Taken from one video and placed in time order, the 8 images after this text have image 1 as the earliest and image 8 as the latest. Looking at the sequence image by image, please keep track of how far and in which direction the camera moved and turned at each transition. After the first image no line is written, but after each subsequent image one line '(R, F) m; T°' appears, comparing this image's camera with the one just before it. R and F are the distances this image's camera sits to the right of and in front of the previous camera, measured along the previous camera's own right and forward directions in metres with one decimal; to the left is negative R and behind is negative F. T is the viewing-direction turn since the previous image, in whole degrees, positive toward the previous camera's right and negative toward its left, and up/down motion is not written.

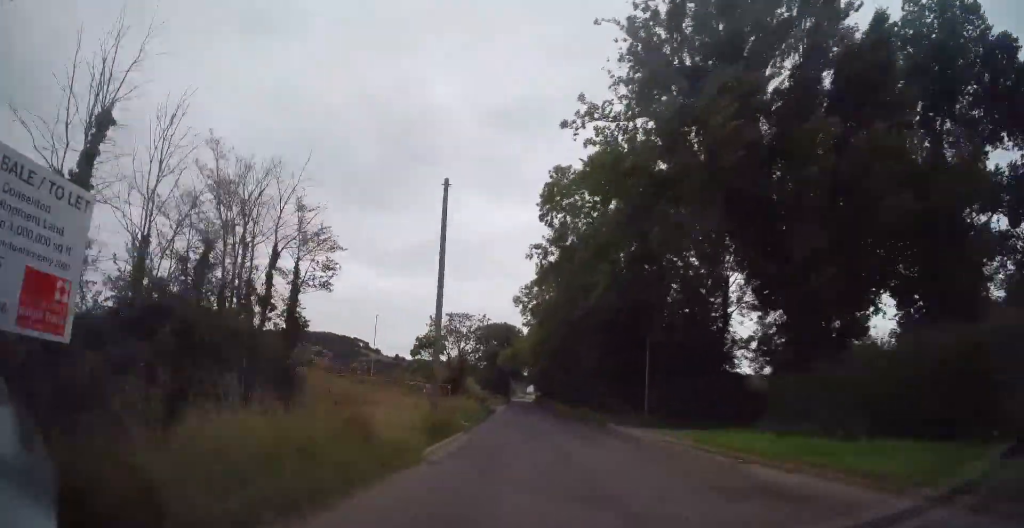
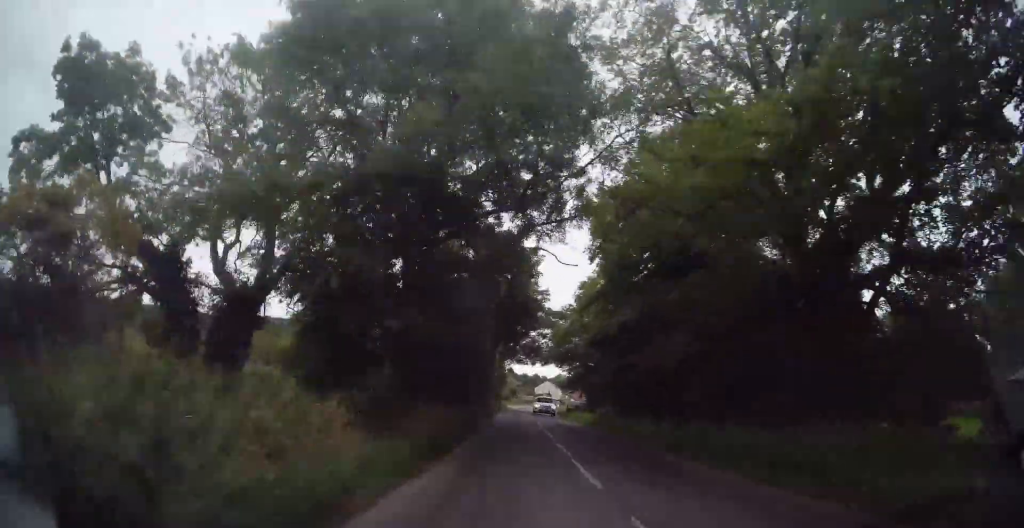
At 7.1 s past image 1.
(-0.5, +80.8) m; 0°
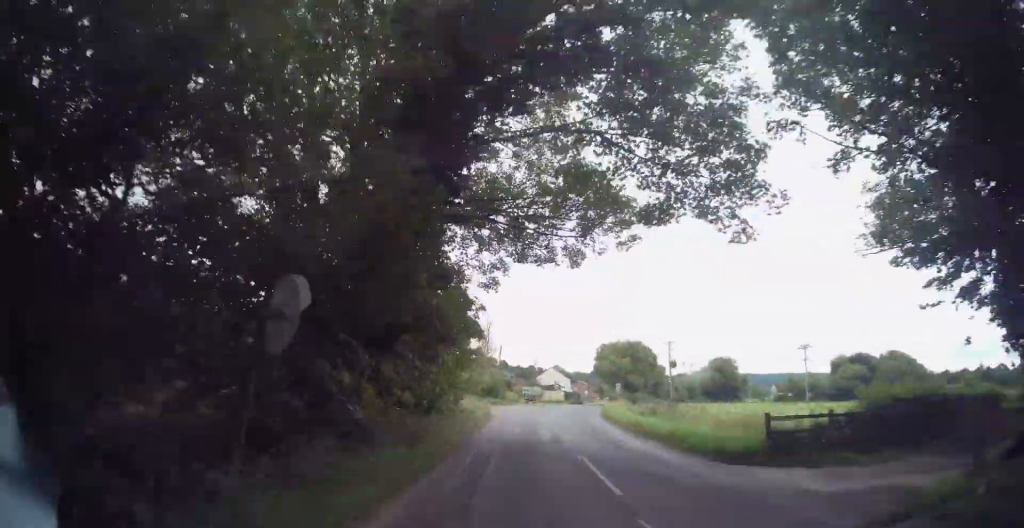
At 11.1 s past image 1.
(+0.2, +46.4) m; +3°
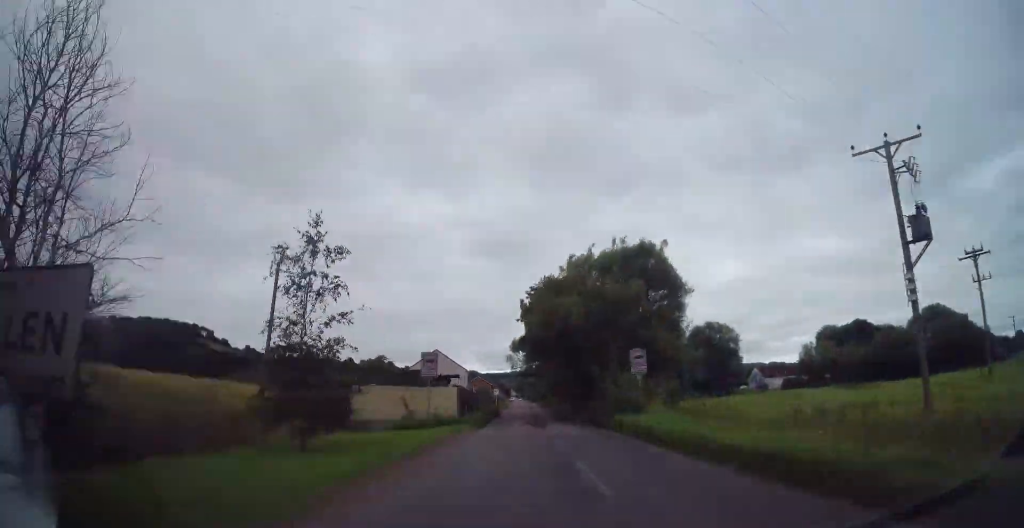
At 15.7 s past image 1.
(+4.5, +53.2) m; +7°
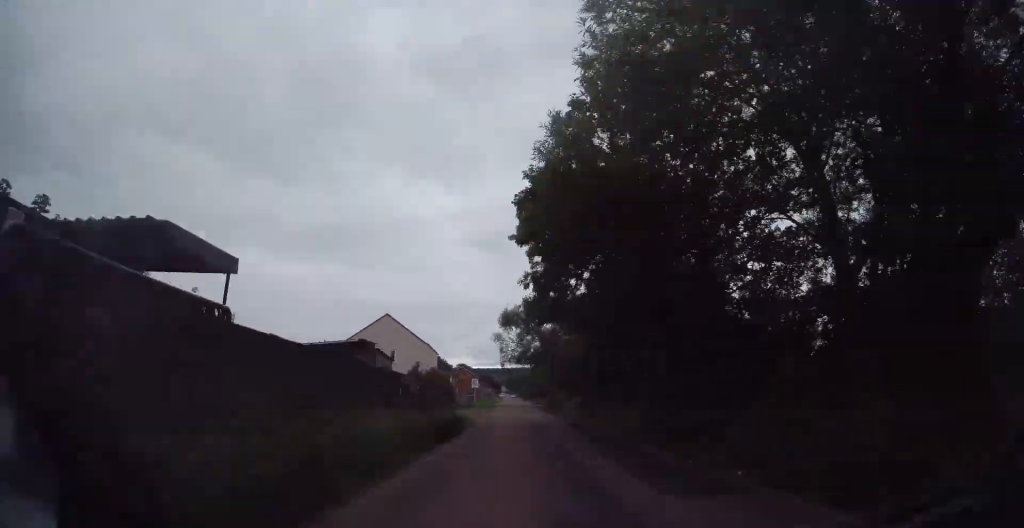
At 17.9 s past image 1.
(+0.6, +25.2) m; +1°
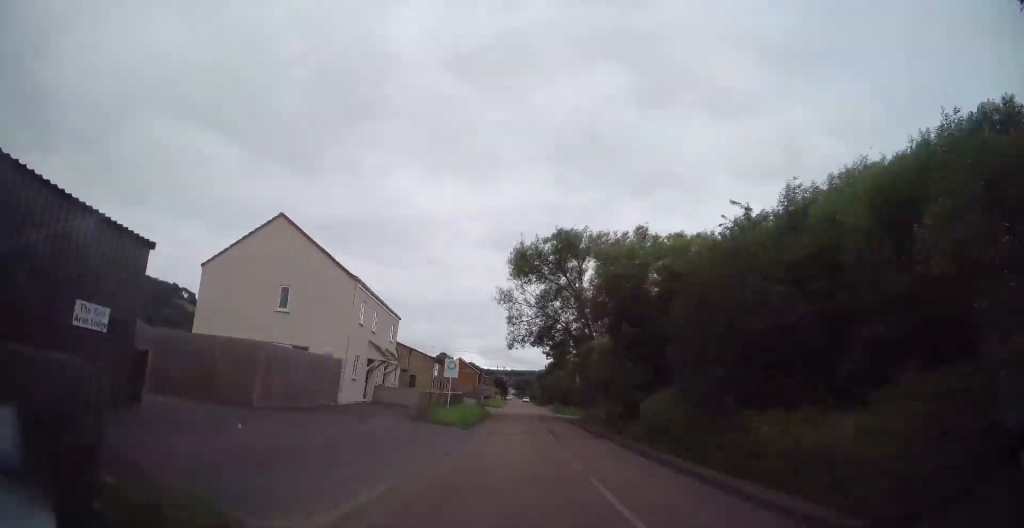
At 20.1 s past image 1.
(-0.3, +24.7) m; 0°
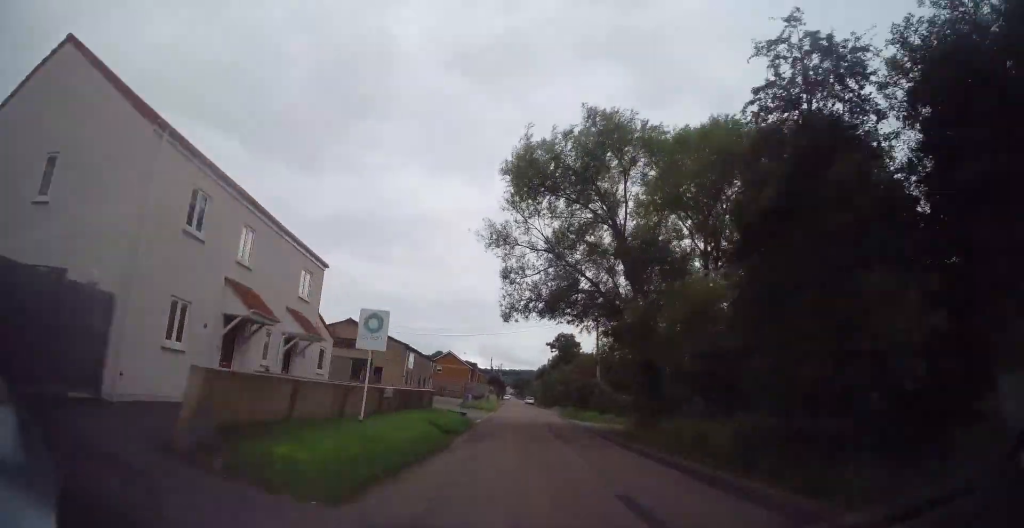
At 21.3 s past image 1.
(+0.1, +13.0) m; 0°
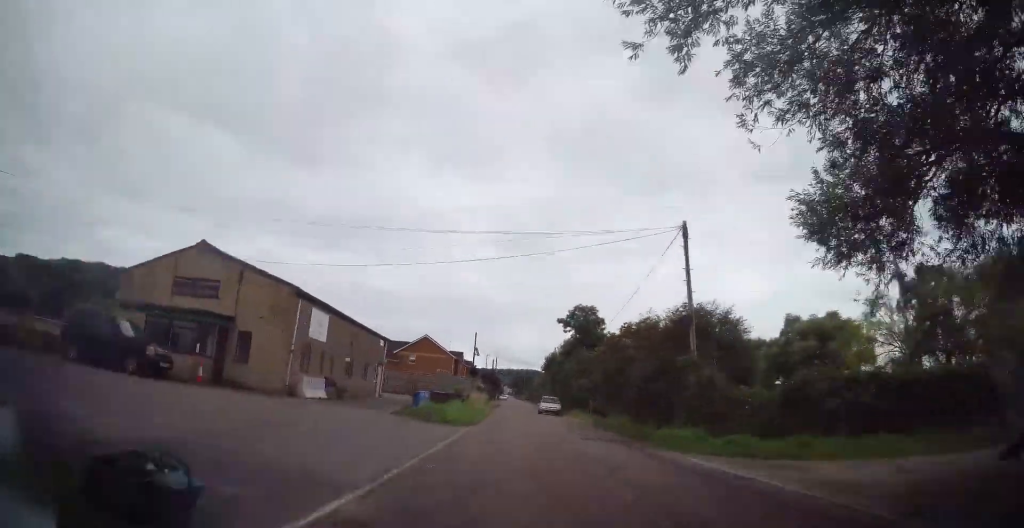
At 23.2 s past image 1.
(+0.1, +20.5) m; 0°
